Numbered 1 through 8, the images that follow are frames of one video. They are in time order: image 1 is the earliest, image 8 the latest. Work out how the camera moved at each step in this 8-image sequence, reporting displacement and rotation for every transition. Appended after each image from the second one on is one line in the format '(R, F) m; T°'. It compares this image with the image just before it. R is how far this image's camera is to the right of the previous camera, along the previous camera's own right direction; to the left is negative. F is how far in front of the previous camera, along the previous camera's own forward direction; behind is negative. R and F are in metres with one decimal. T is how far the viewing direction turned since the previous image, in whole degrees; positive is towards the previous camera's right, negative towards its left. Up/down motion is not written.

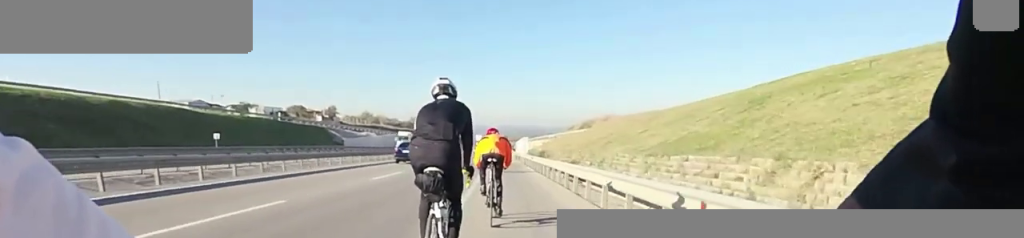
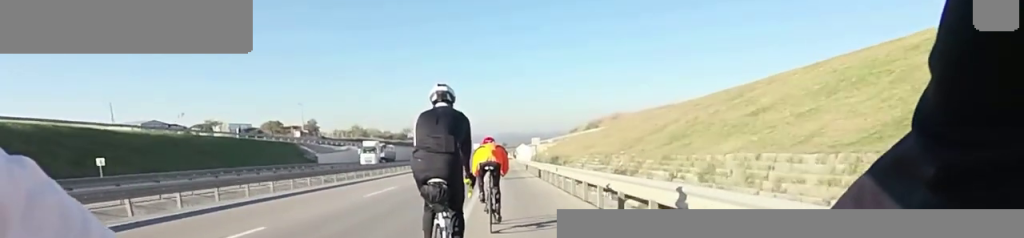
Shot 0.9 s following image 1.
(0.0, +10.3) m; 0°
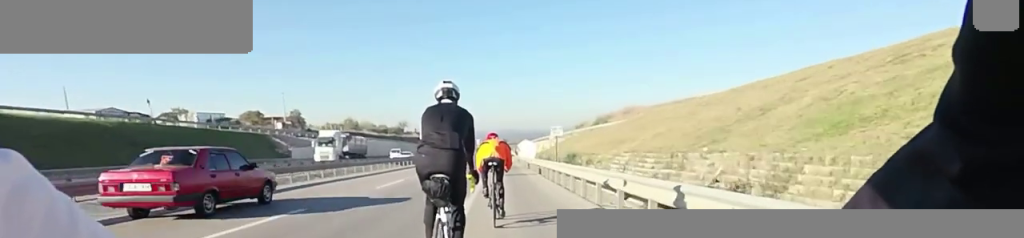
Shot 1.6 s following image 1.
(0.0, +7.8) m; 0°
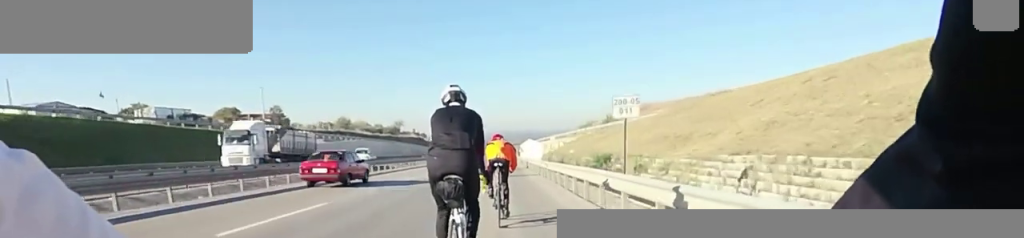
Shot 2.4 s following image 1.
(0.0, +8.2) m; 0°
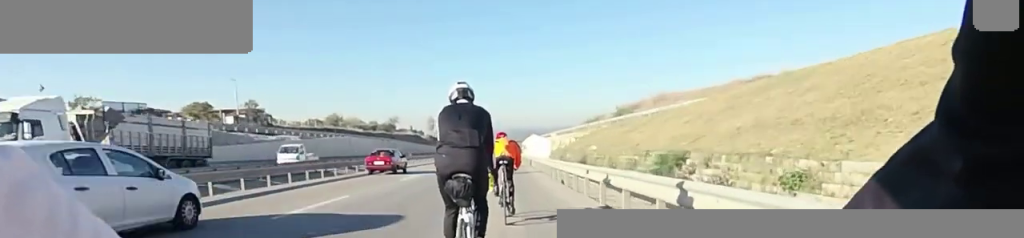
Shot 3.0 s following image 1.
(0.0, +7.4) m; 0°
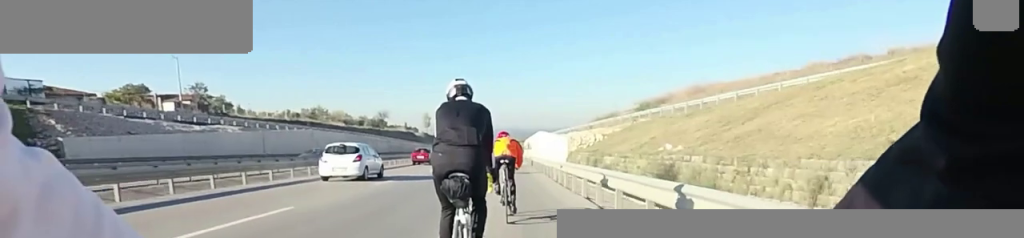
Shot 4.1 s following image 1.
(0.0, +11.9) m; 0°
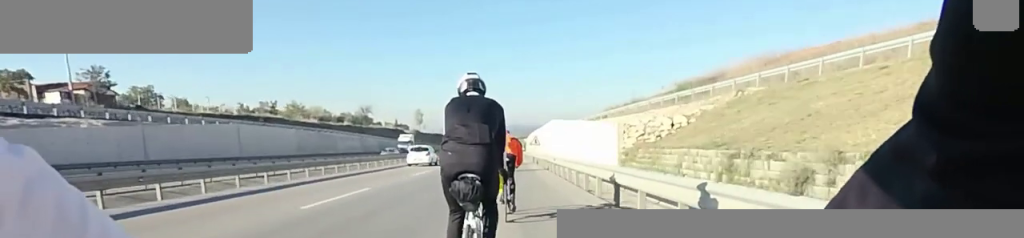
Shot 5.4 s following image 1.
(0.0, +14.3) m; 0°
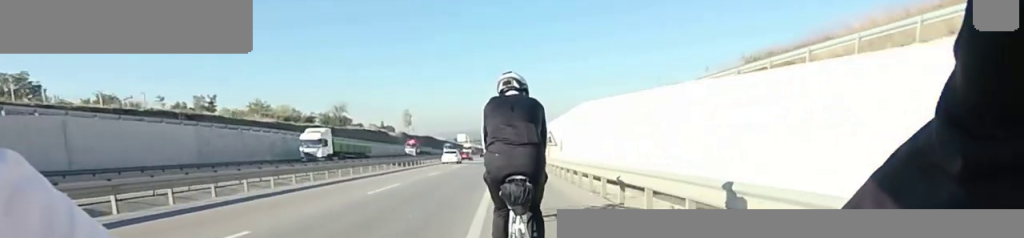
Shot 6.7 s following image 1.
(0.0, +14.8) m; 0°
